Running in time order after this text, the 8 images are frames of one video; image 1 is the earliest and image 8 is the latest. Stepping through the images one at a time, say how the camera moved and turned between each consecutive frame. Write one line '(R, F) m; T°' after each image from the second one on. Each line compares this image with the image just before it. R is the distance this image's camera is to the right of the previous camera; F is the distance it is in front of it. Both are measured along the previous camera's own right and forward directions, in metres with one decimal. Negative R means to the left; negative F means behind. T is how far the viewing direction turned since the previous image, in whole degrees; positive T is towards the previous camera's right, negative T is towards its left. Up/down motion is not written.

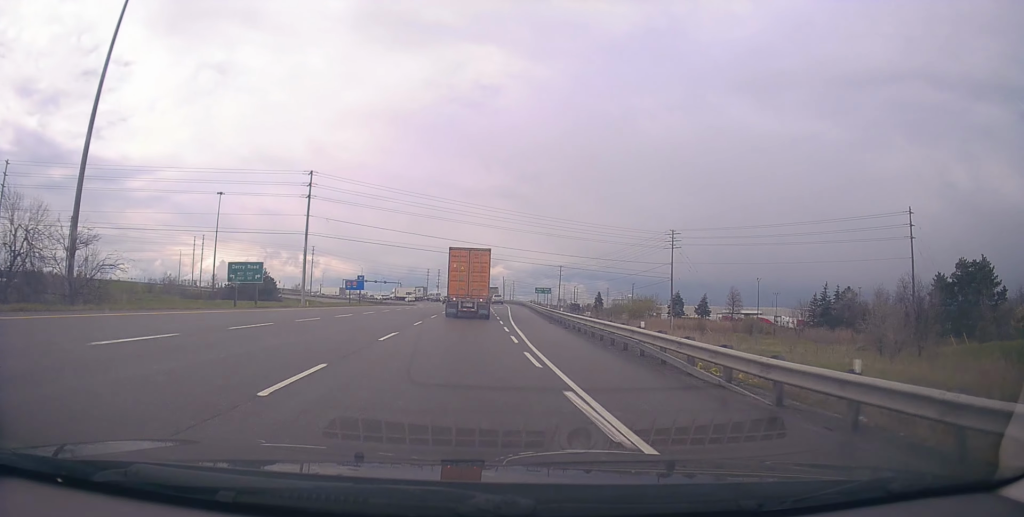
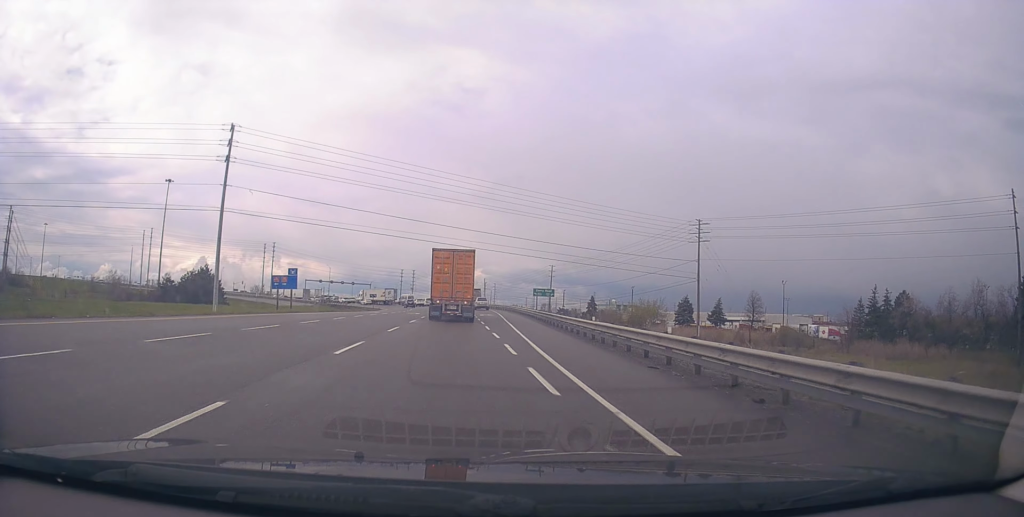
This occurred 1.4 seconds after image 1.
(+0.7, +20.7) m; +3°
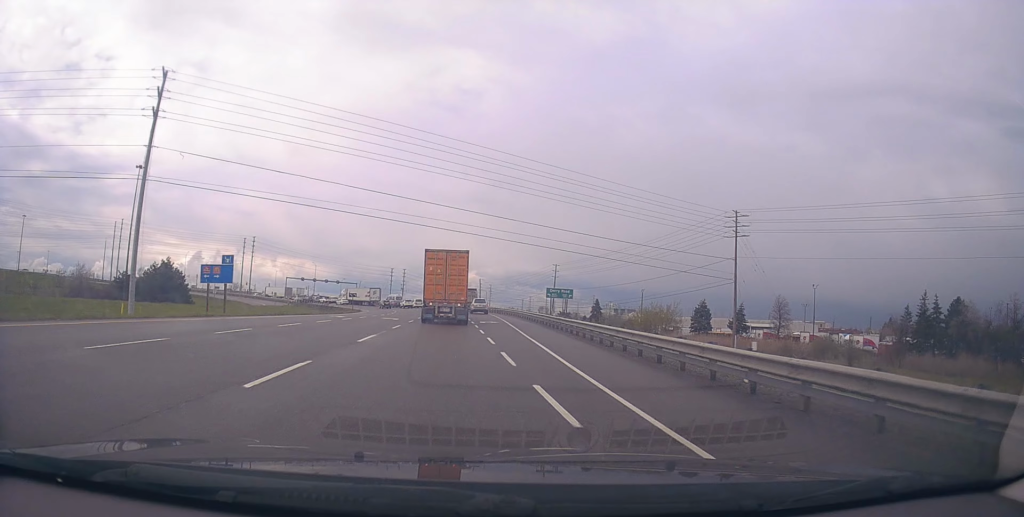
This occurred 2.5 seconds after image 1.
(+0.3, +13.6) m; 0°
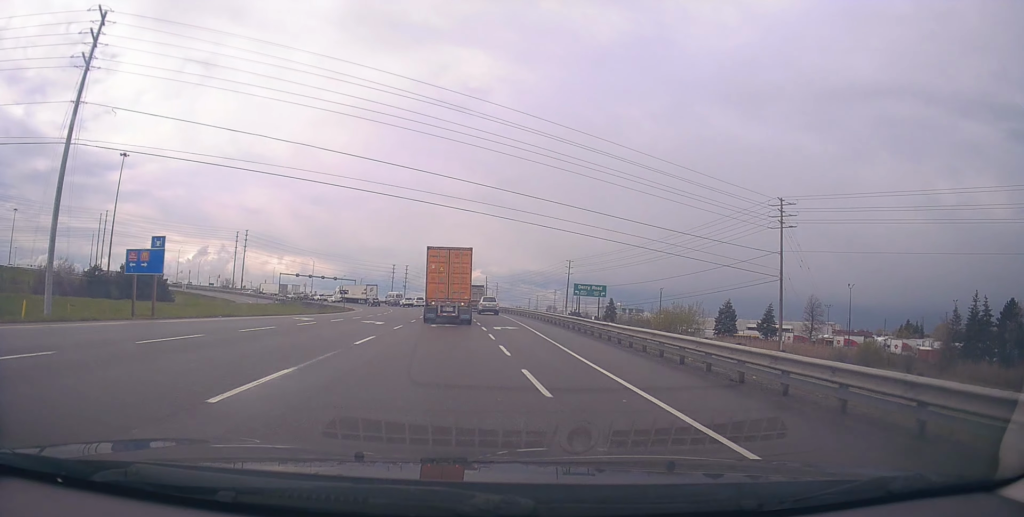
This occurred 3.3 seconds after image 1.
(-0.3, +10.0) m; -2°
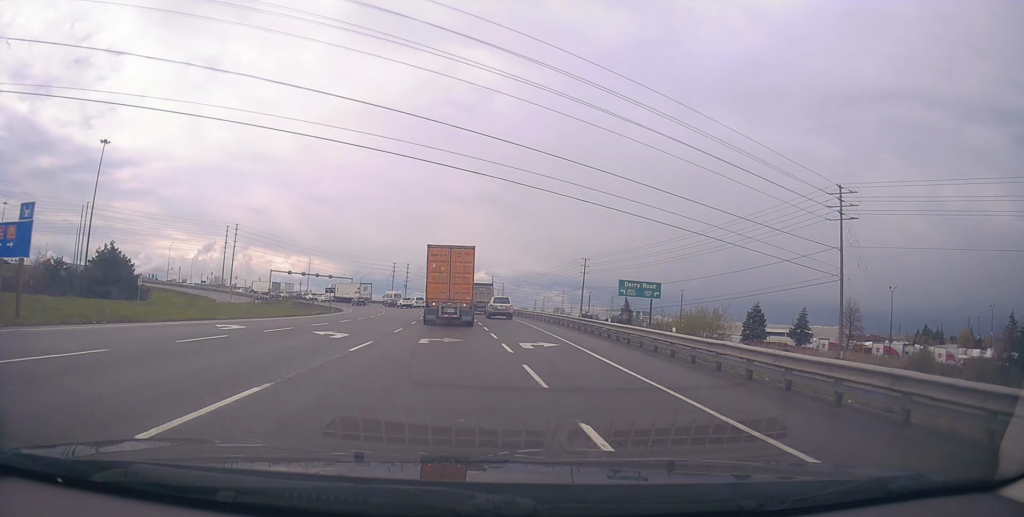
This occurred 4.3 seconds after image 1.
(-0.1, +10.5) m; -1°
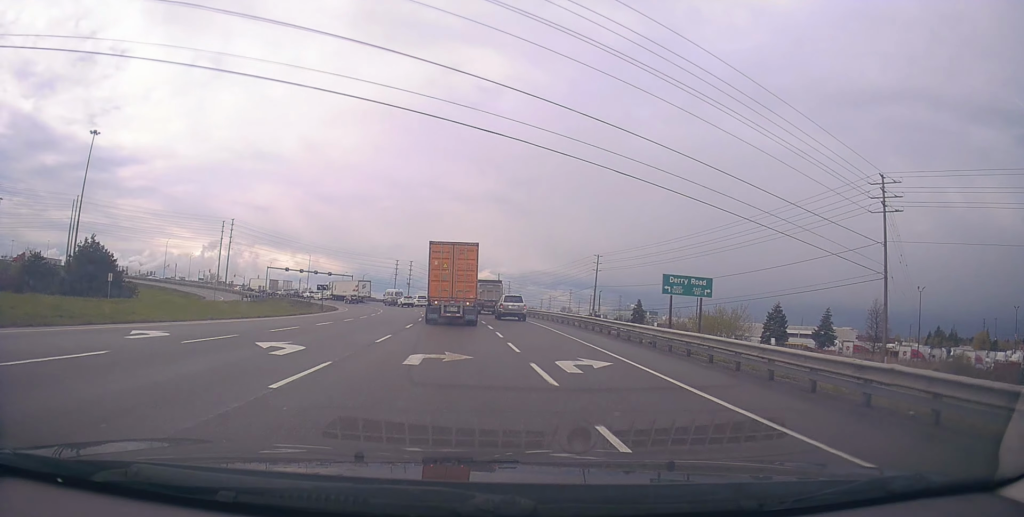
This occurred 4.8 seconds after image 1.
(0.0, +5.9) m; +1°
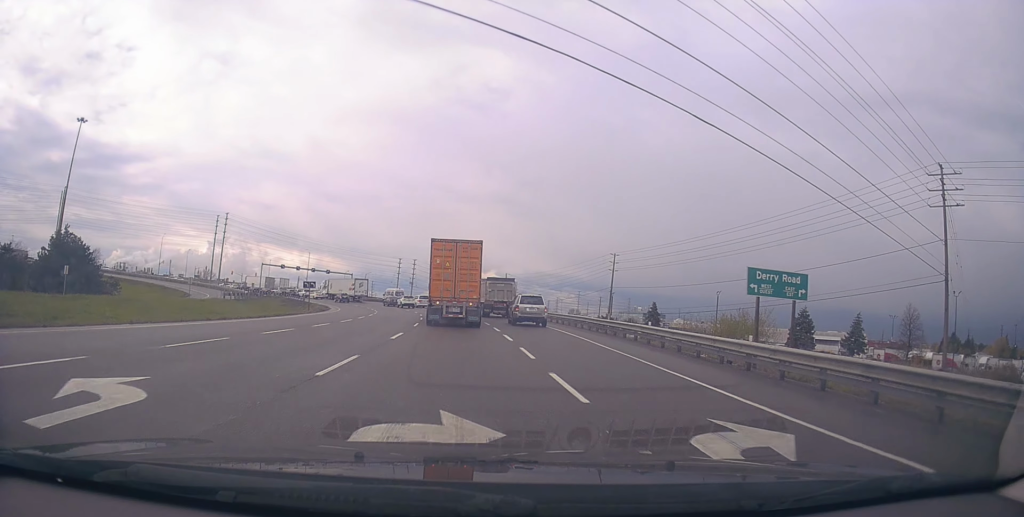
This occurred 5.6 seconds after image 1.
(-0.1, +7.3) m; +1°
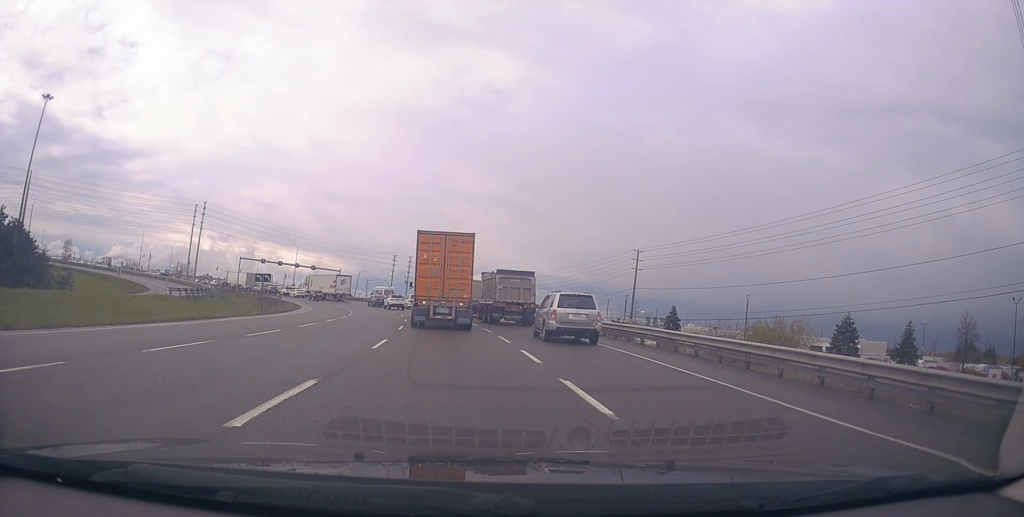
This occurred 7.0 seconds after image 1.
(+0.2, +12.5) m; 0°
